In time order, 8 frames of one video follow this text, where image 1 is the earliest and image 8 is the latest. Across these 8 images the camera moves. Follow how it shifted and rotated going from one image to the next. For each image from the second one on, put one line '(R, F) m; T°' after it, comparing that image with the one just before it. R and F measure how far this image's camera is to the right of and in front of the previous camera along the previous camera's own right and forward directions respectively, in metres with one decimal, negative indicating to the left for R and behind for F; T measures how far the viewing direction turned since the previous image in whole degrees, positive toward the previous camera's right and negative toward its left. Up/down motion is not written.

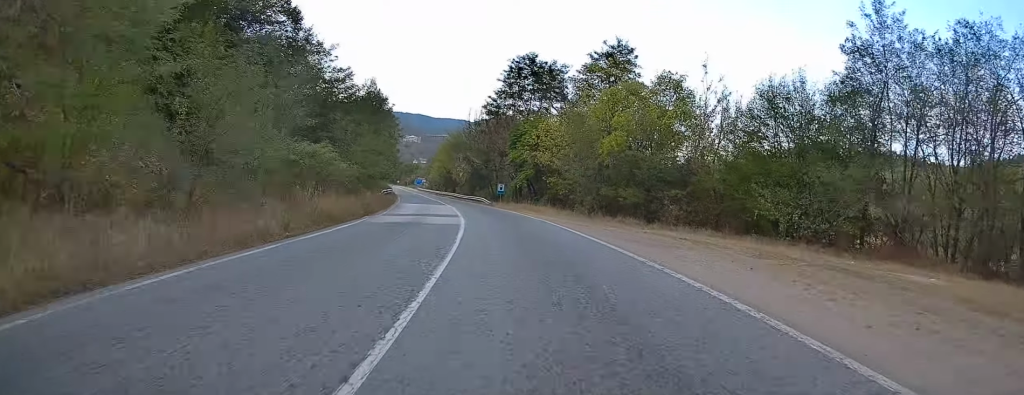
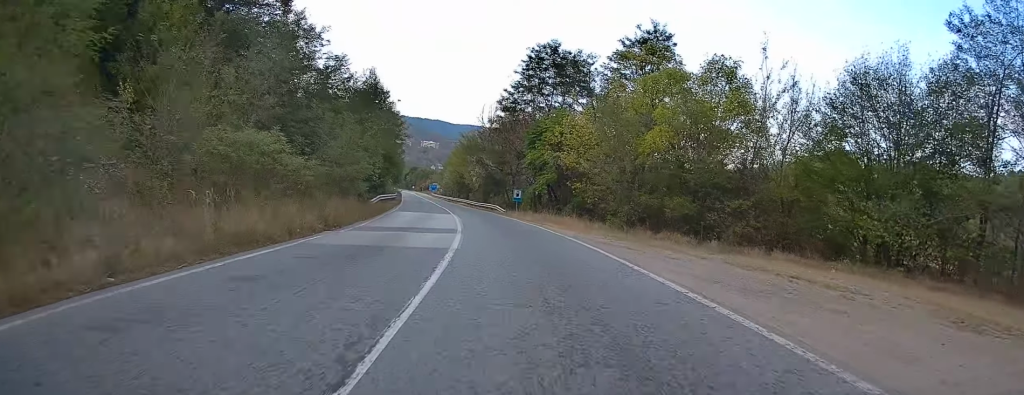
(-0.1, +8.5) m; -2°
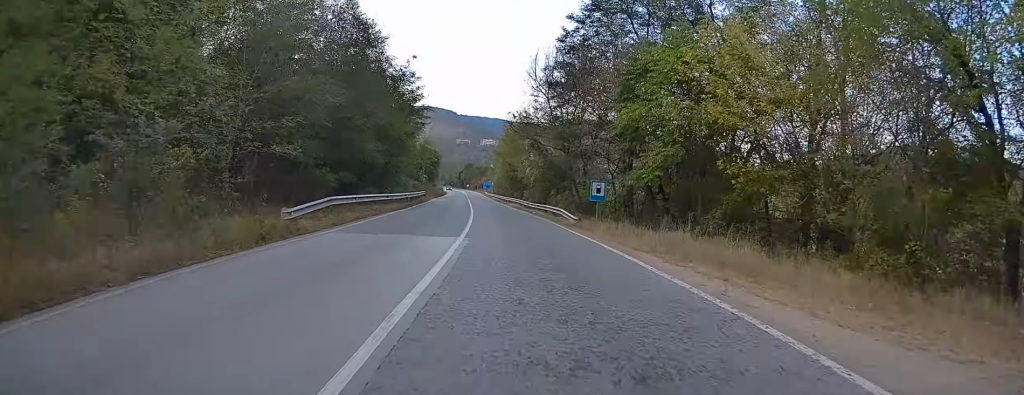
(-1.1, +24.1) m; -6°
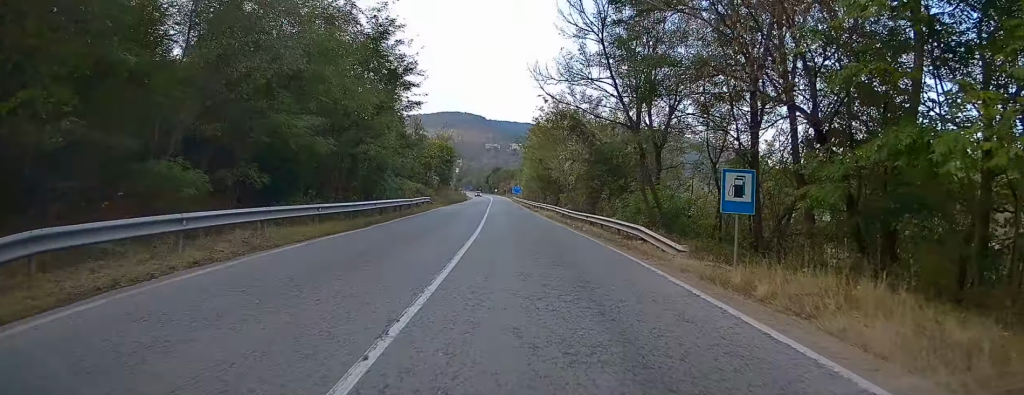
(-0.7, +17.2) m; -4°
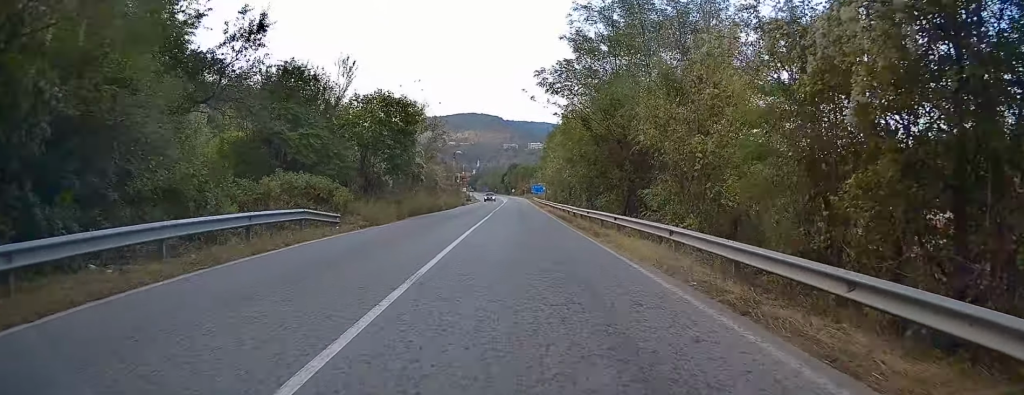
(-1.1, +33.2) m; -3°
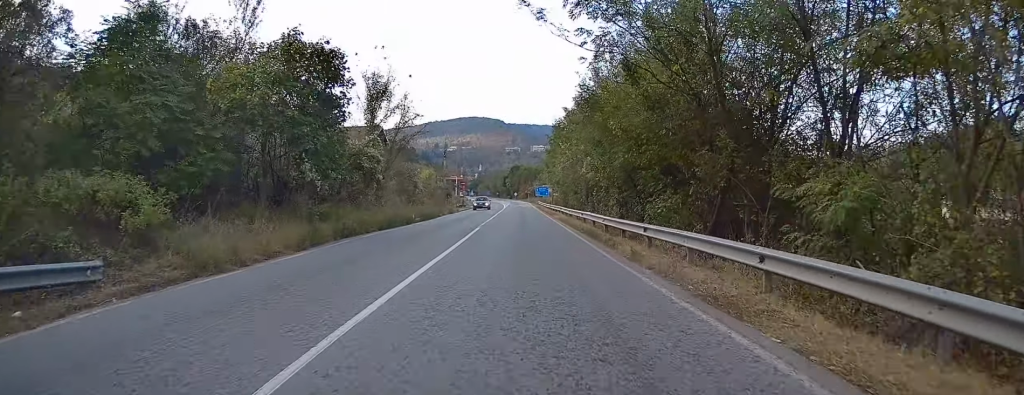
(-0.3, +13.9) m; -1°
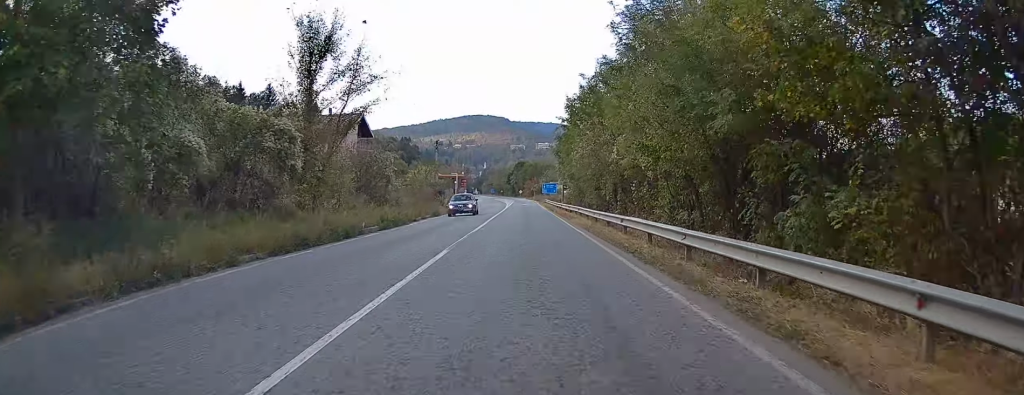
(-0.1, +12.0) m; 0°
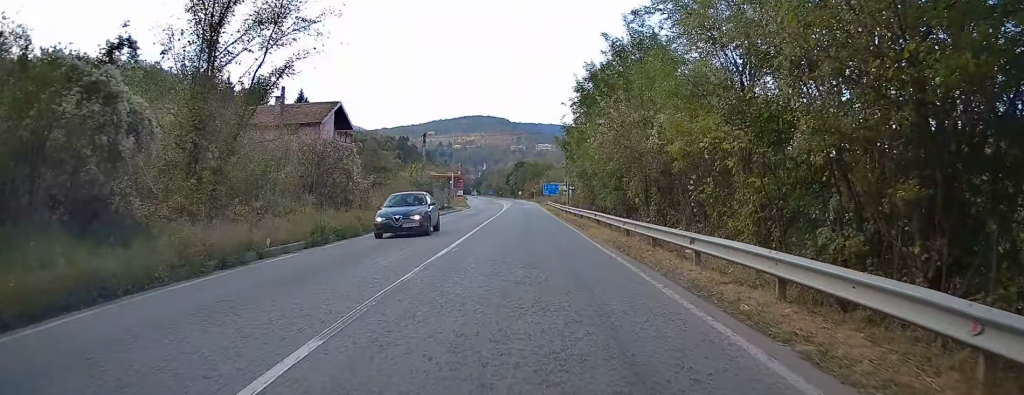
(0.0, +9.0) m; 0°
